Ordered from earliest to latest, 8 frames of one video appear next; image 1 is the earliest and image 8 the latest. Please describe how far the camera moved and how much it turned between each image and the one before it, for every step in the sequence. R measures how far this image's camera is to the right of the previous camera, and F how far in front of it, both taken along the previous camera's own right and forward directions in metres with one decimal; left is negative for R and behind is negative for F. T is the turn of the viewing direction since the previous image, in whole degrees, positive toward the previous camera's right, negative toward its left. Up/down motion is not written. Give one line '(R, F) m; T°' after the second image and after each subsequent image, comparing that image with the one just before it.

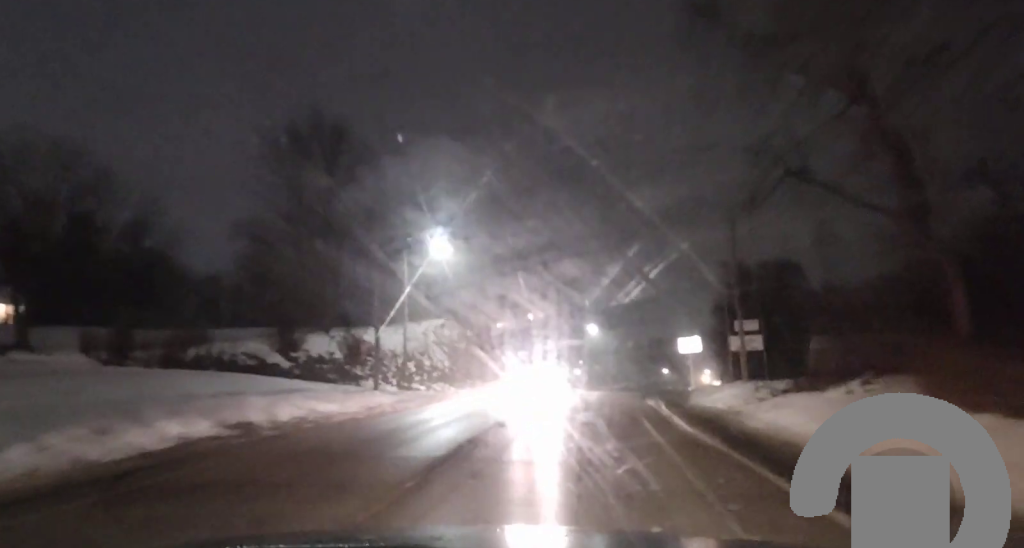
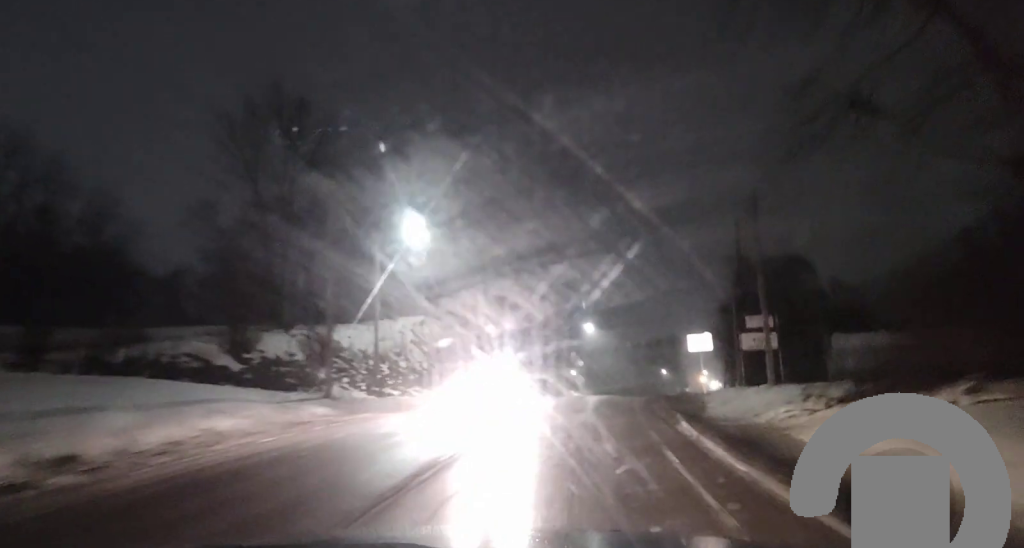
(-0.1, +7.1) m; 0°
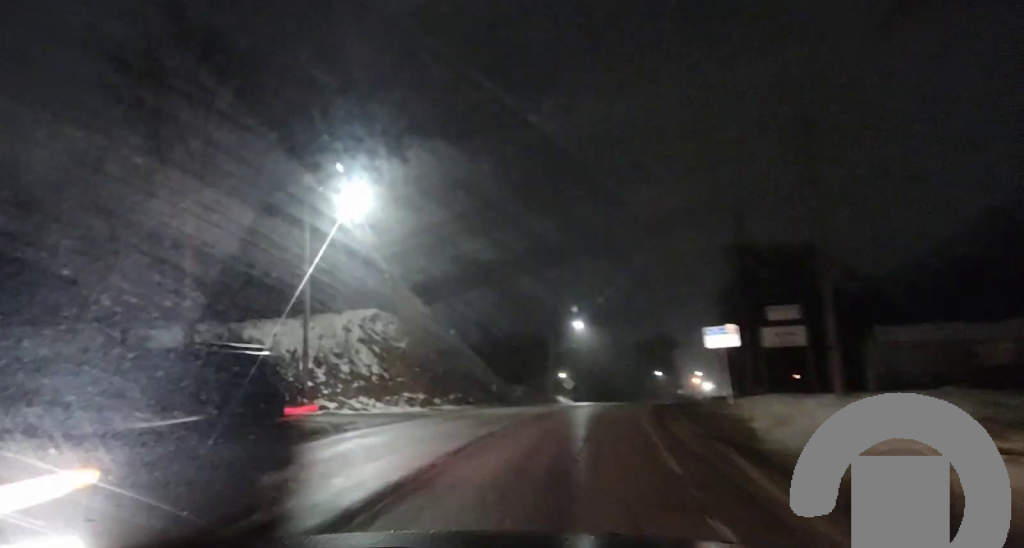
(+0.2, +11.4) m; 0°
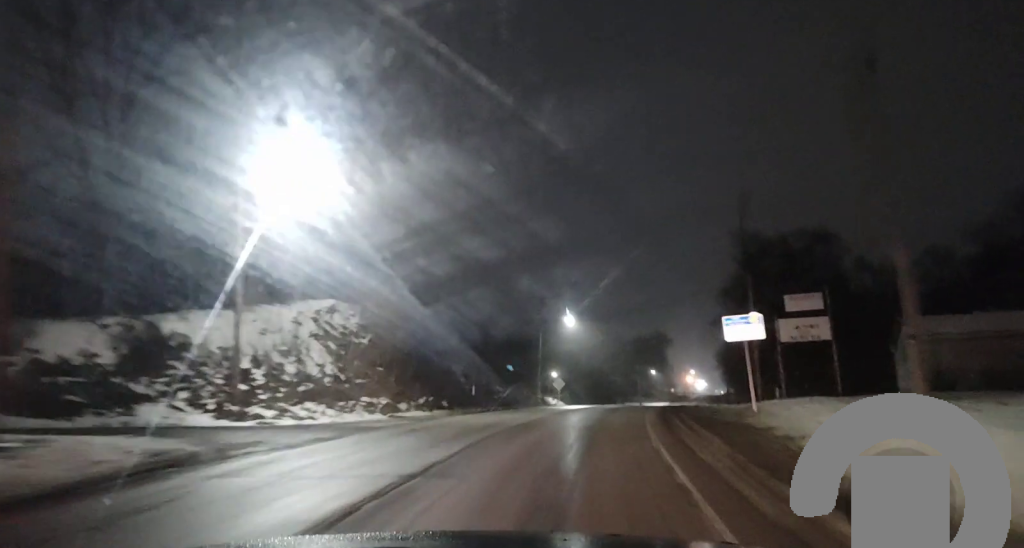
(0.0, +7.0) m; 0°
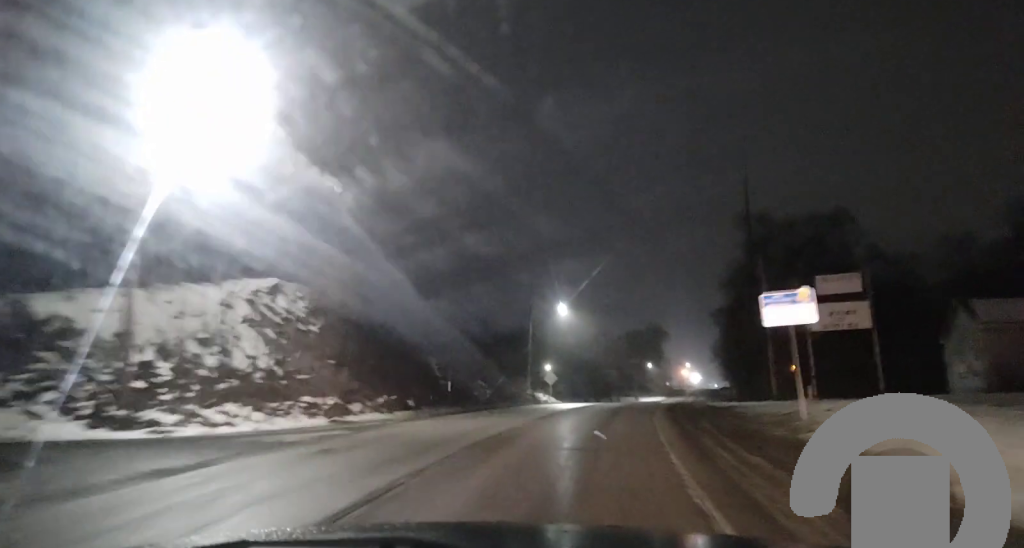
(-0.1, +8.1) m; 0°
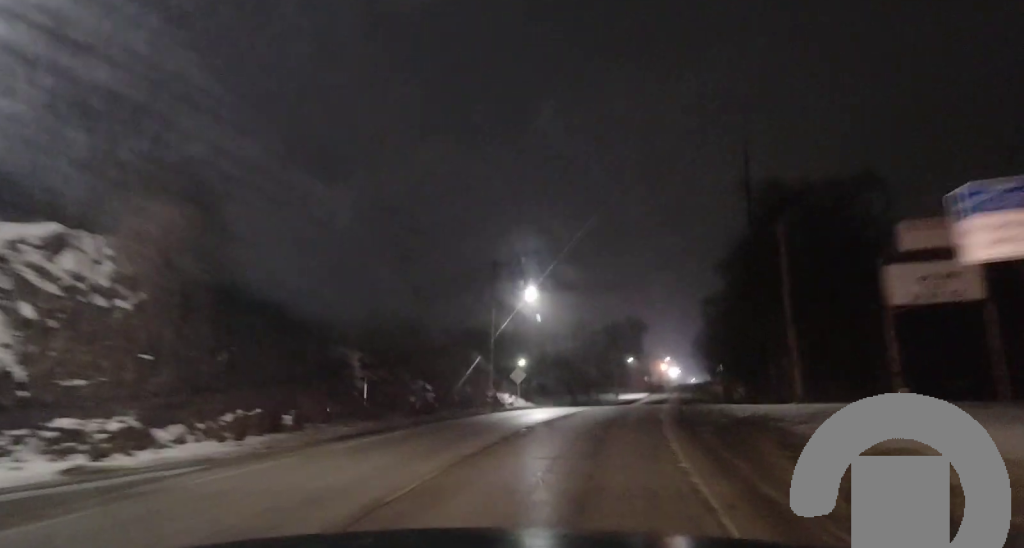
(+0.2, +12.8) m; +1°
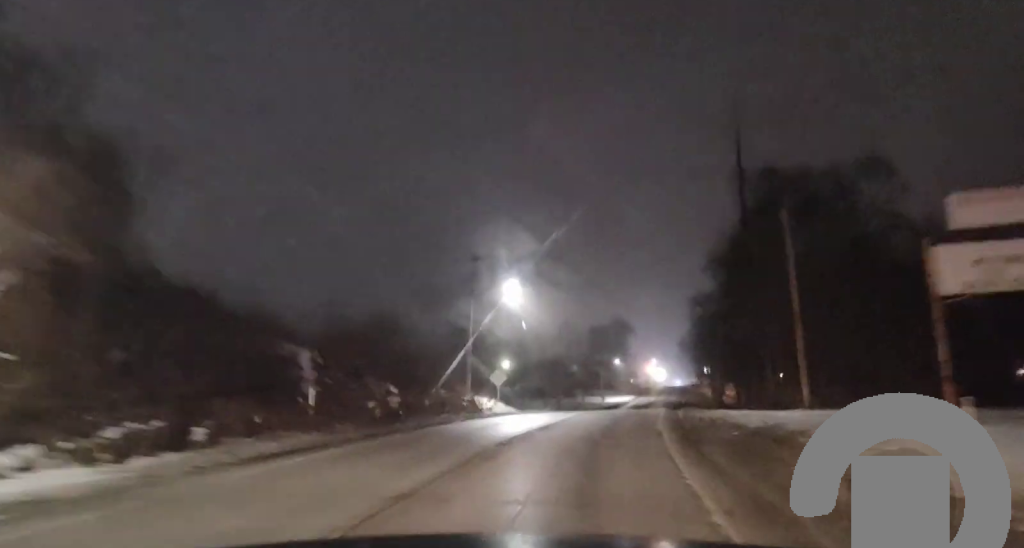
(0.0, +5.3) m; 0°
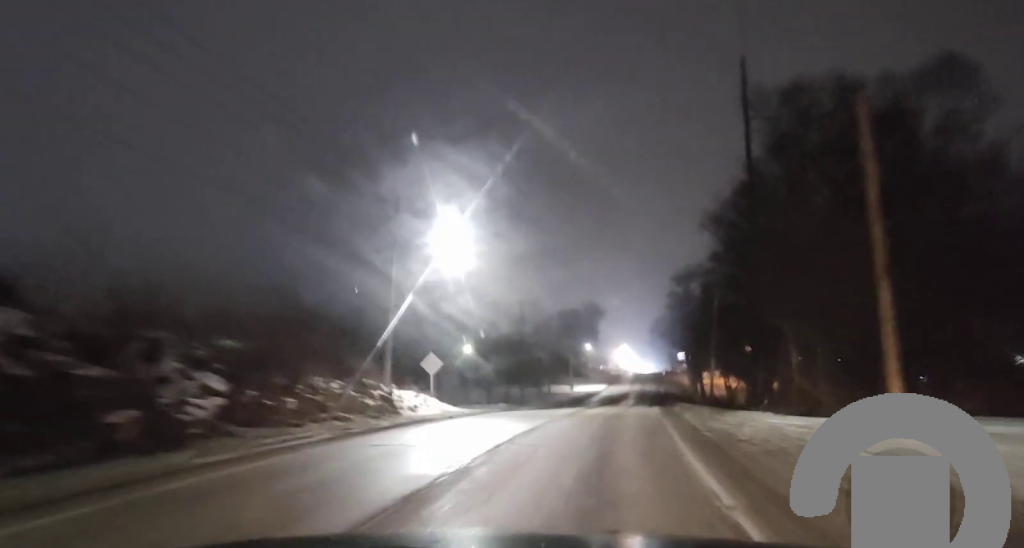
(-0.2, +15.9) m; 0°
